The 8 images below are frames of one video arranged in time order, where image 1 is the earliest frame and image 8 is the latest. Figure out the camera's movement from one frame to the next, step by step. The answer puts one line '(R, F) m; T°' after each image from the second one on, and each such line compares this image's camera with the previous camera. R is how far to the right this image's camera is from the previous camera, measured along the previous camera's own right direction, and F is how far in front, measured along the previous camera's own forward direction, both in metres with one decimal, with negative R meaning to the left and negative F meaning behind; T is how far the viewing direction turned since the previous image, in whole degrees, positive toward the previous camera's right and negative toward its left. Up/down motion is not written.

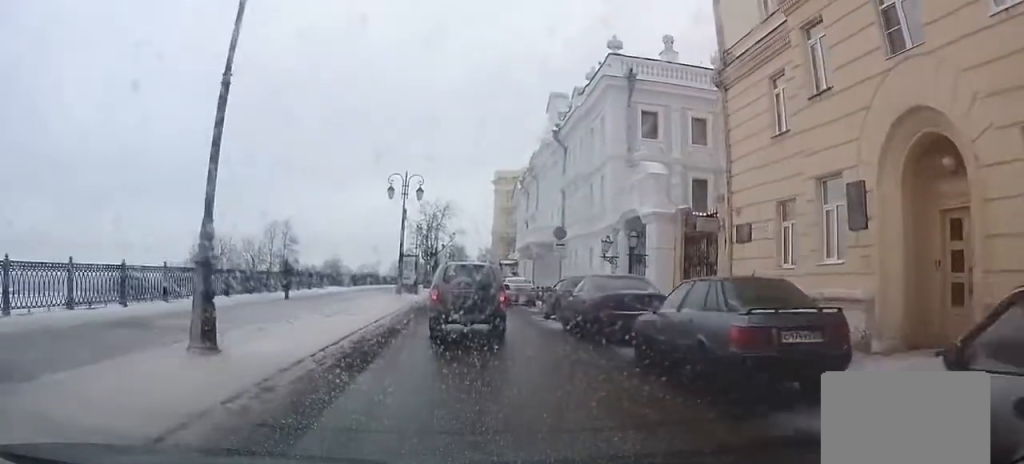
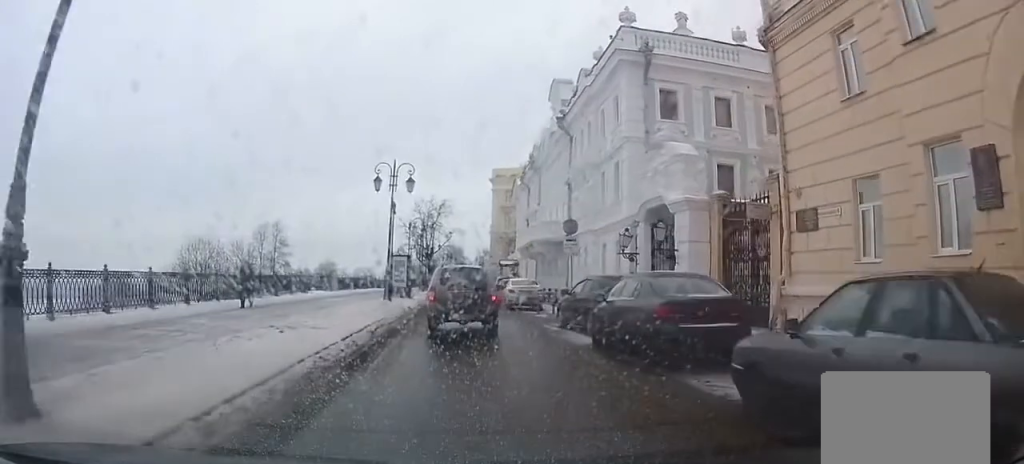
(0.0, +4.3) m; 0°
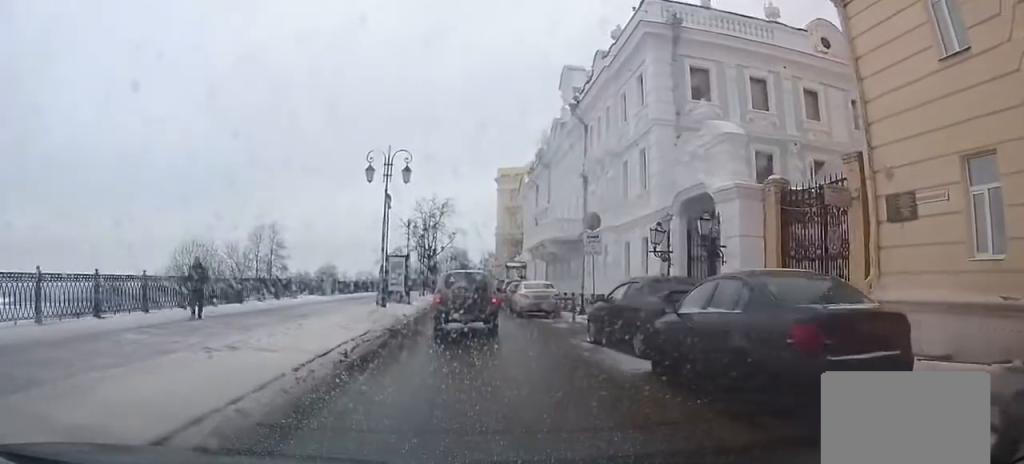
(0.0, +4.2) m; -1°
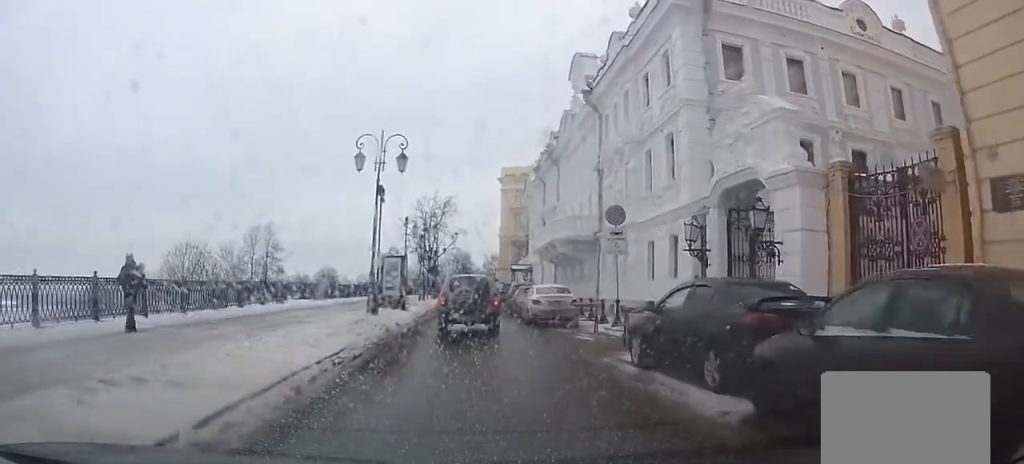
(0.0, +3.4) m; 0°
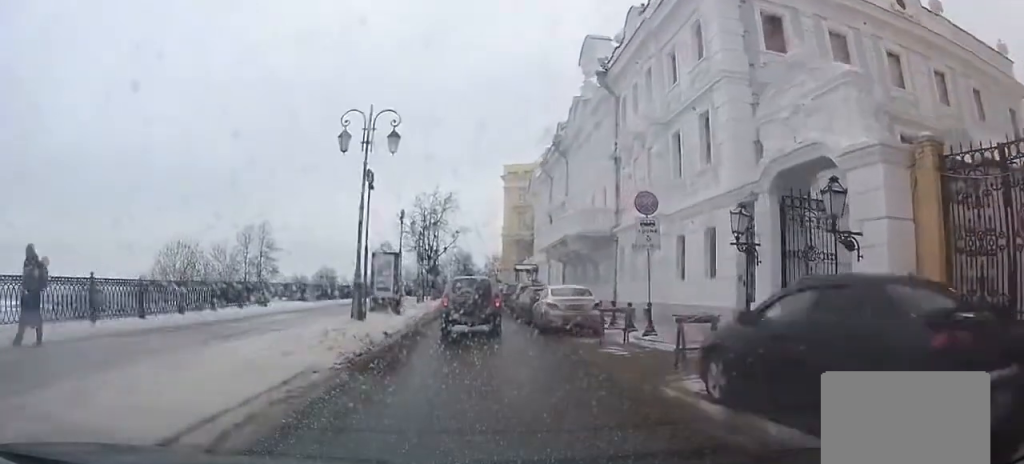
(0.0, +3.1) m; 0°
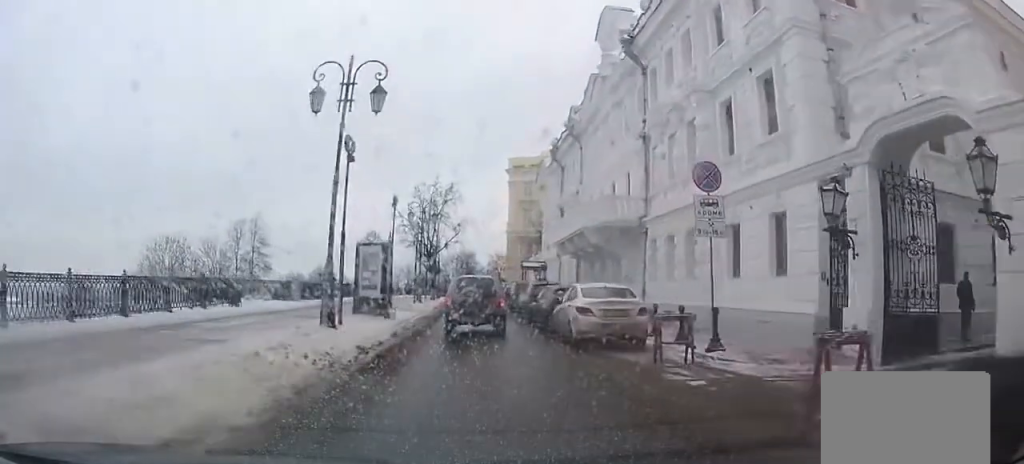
(0.0, +3.6) m; 0°
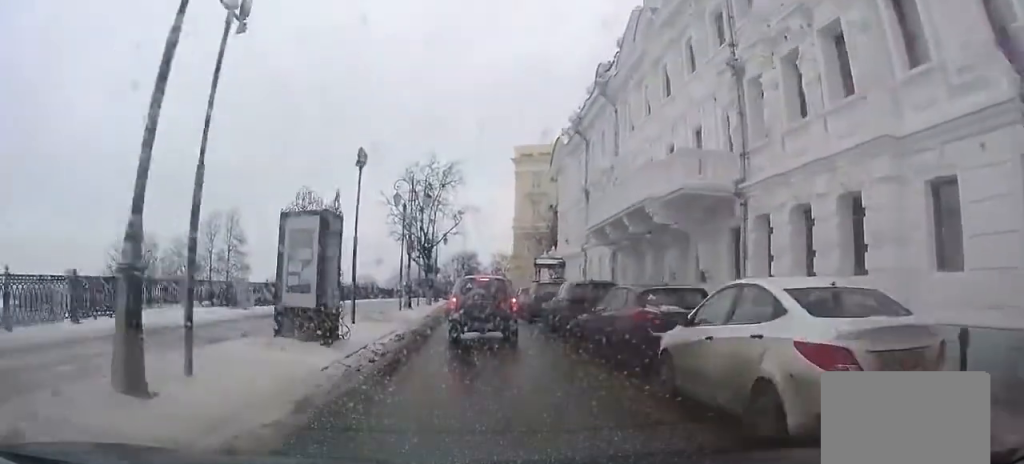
(0.0, +6.9) m; -1°
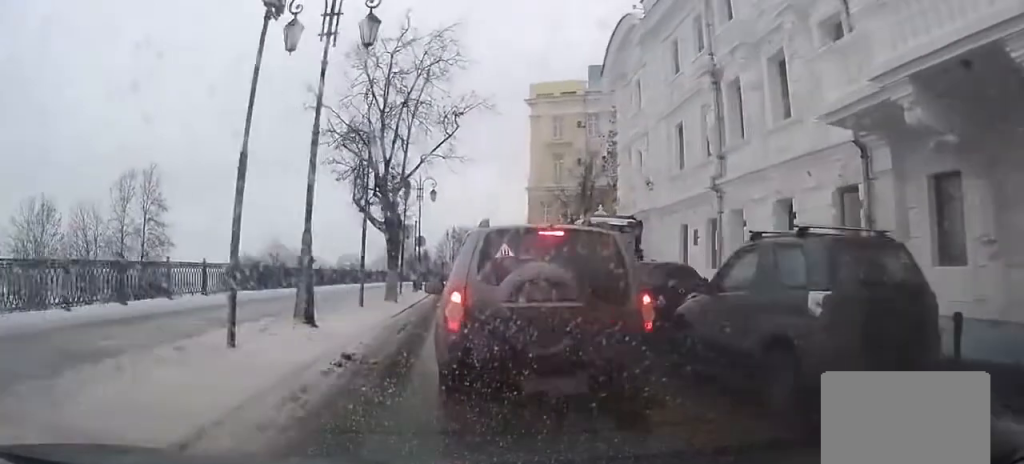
(-0.3, +15.4) m; -1°
